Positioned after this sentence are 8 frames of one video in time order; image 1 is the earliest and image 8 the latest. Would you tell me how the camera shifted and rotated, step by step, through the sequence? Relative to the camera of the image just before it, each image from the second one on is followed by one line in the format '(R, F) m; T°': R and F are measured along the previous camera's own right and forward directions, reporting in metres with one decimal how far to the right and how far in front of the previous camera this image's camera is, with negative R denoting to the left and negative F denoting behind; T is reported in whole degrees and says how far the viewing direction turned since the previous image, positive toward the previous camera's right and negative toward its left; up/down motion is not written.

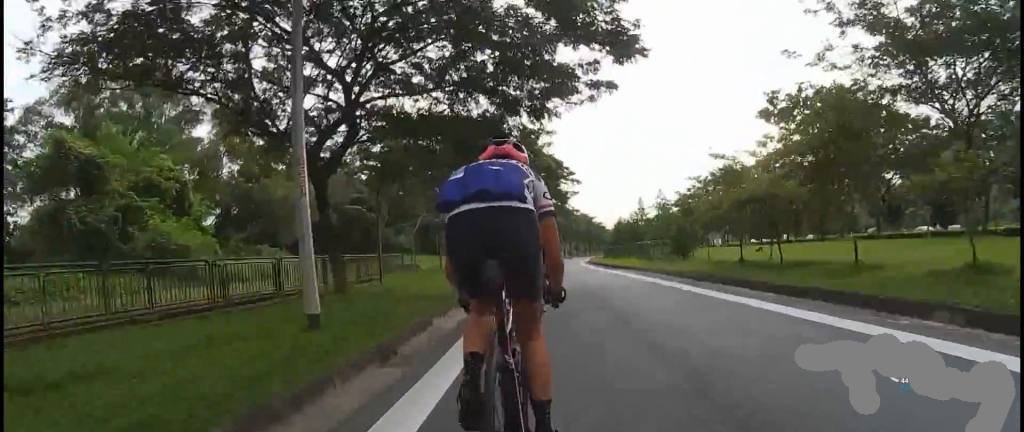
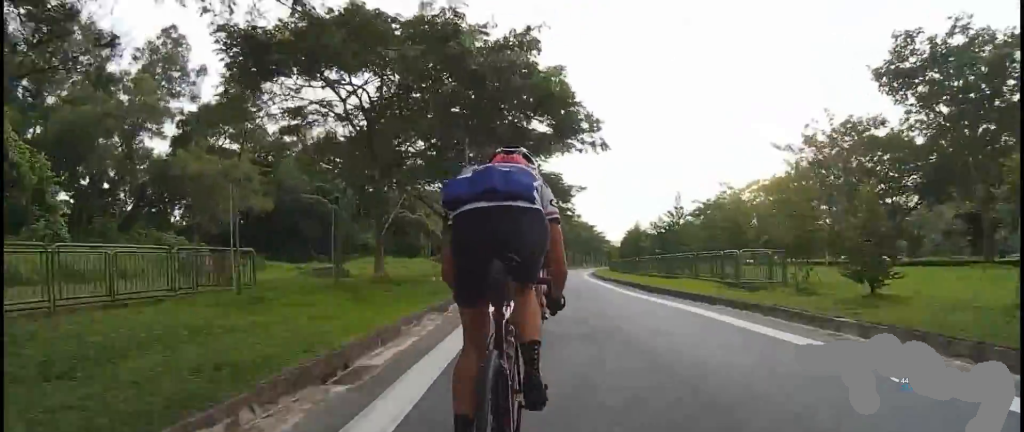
(-1.4, +13.2) m; -5°
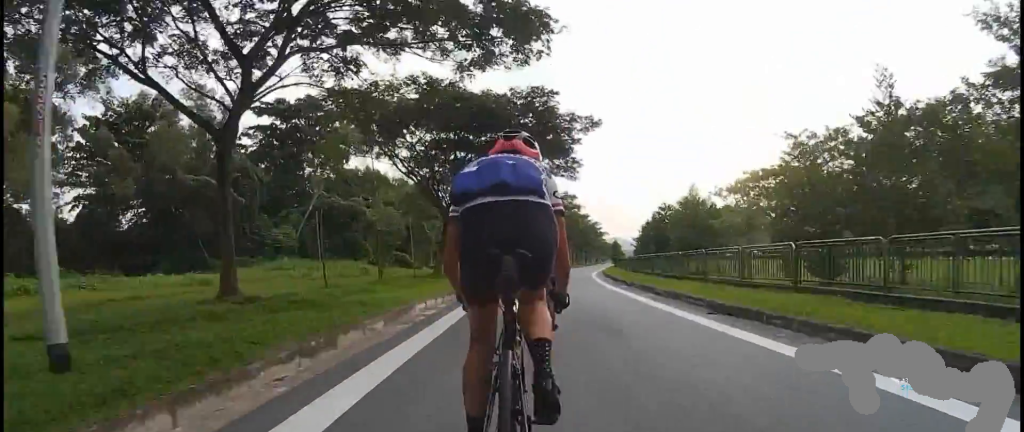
(+2.1, +20.7) m; +12°
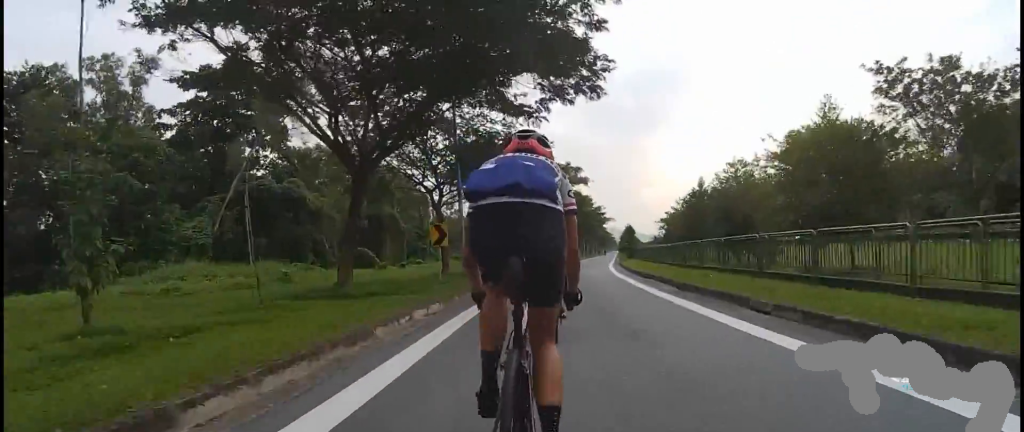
(+0.3, +13.2) m; +1°
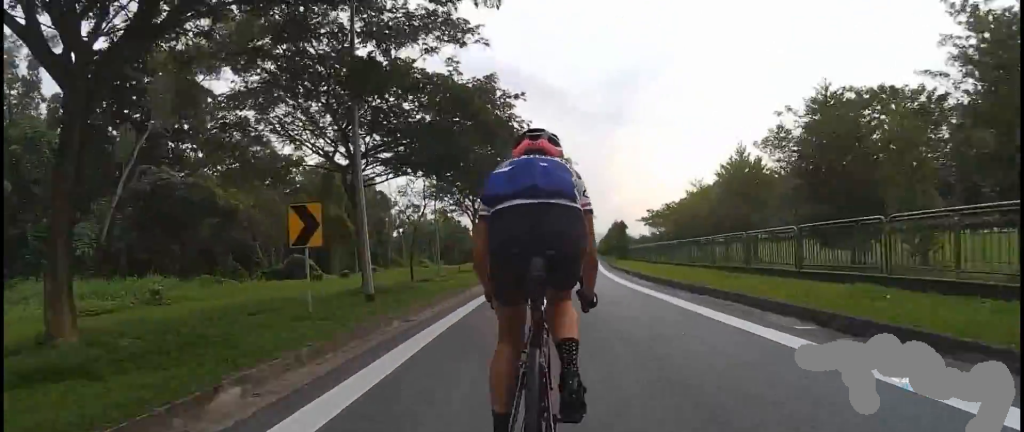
(0.0, +8.9) m; 0°
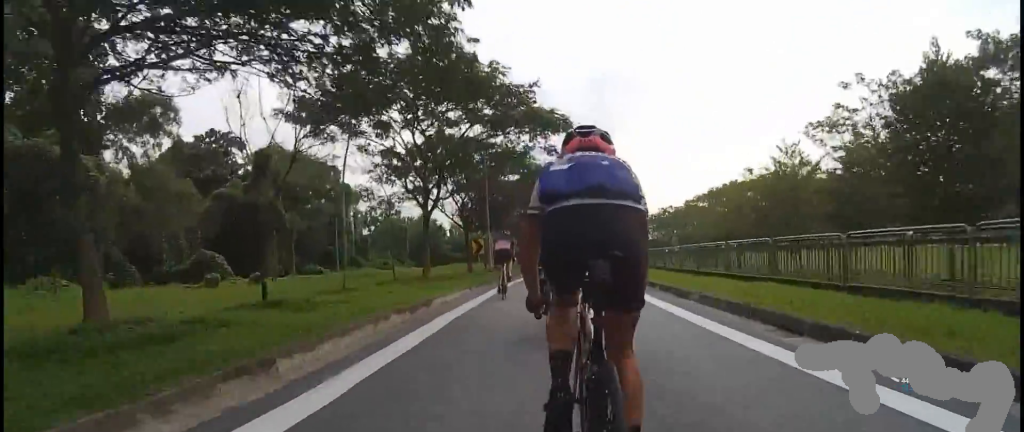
(0.0, +10.7) m; 0°
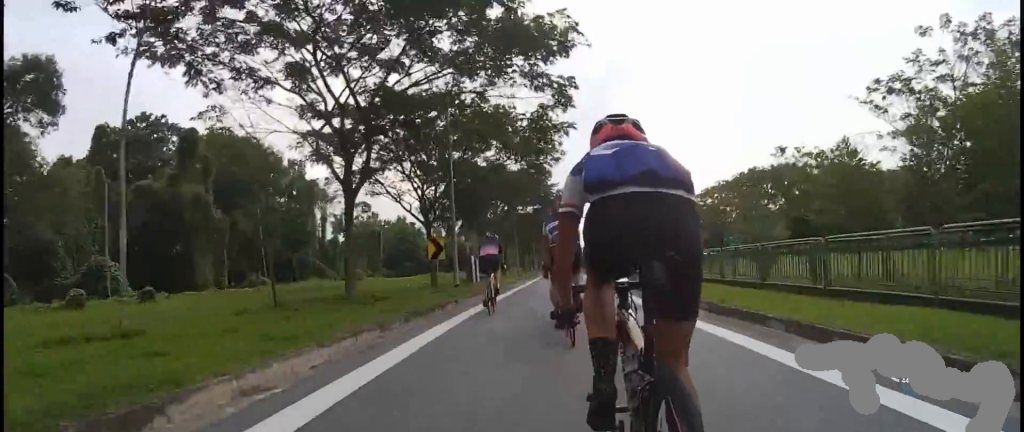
(0.0, +8.1) m; 0°
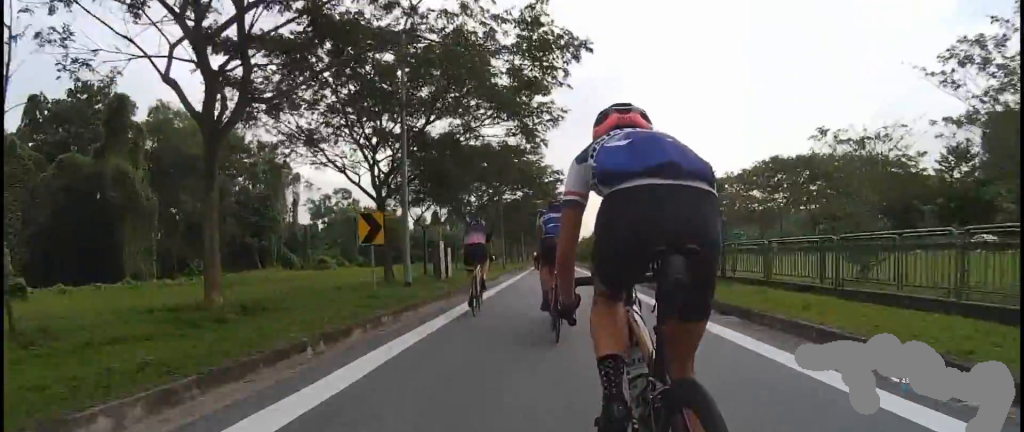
(0.0, +6.1) m; 0°
